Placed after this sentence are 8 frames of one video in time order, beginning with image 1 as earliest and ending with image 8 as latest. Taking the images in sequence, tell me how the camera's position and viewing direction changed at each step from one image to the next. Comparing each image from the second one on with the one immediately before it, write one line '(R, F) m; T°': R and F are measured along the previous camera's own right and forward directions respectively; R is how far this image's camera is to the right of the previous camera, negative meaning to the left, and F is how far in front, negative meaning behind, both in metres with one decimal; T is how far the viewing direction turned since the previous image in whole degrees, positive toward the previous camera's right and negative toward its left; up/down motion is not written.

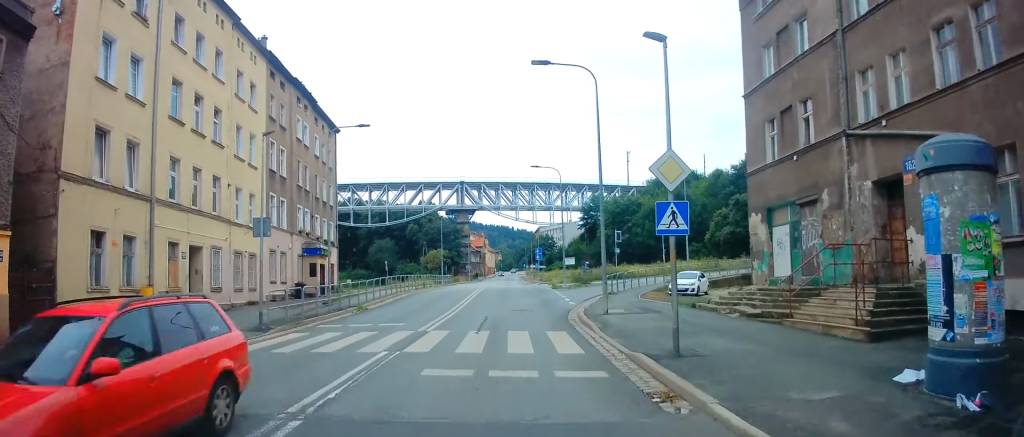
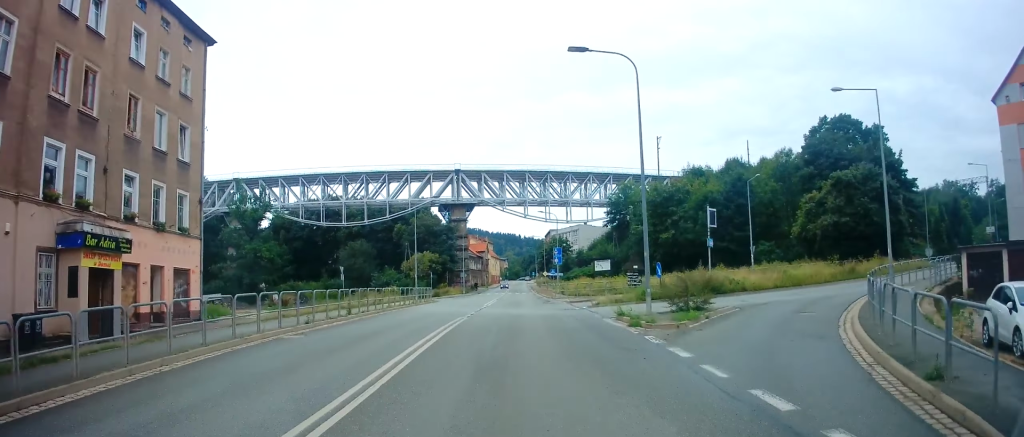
(0.0, +24.6) m; -2°
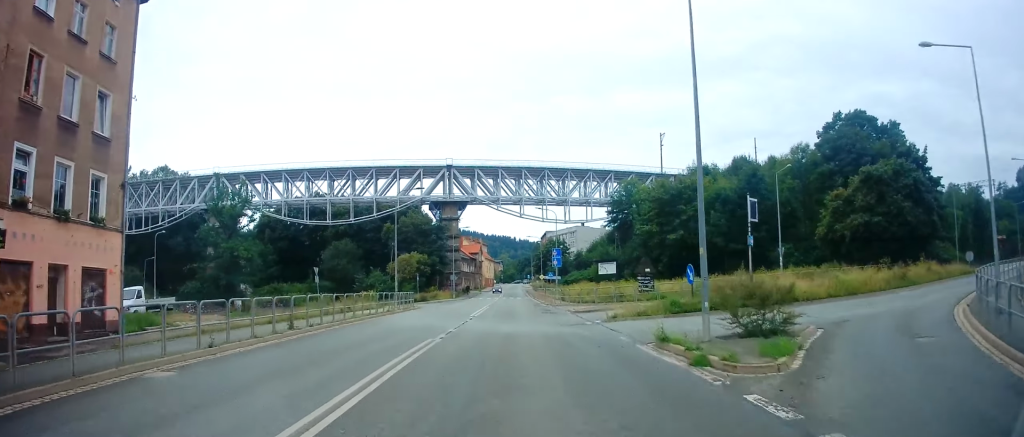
(-0.1, +6.2) m; -1°
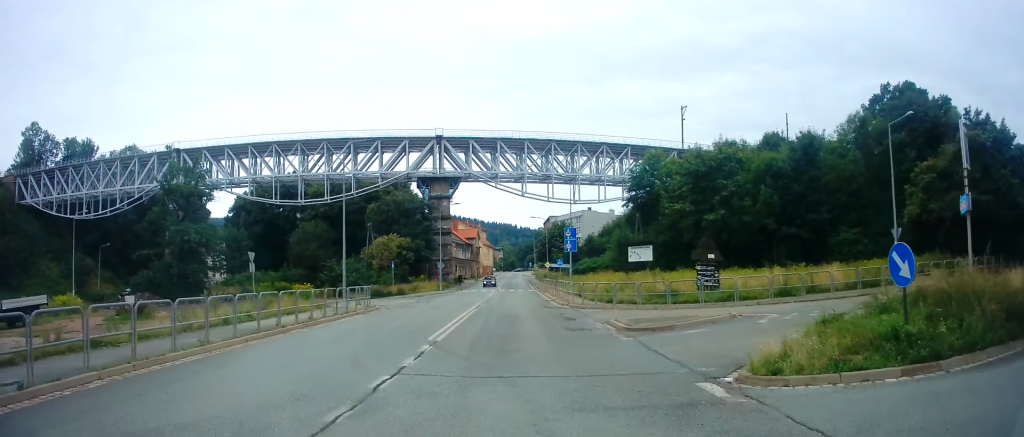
(-0.2, +13.6) m; 0°
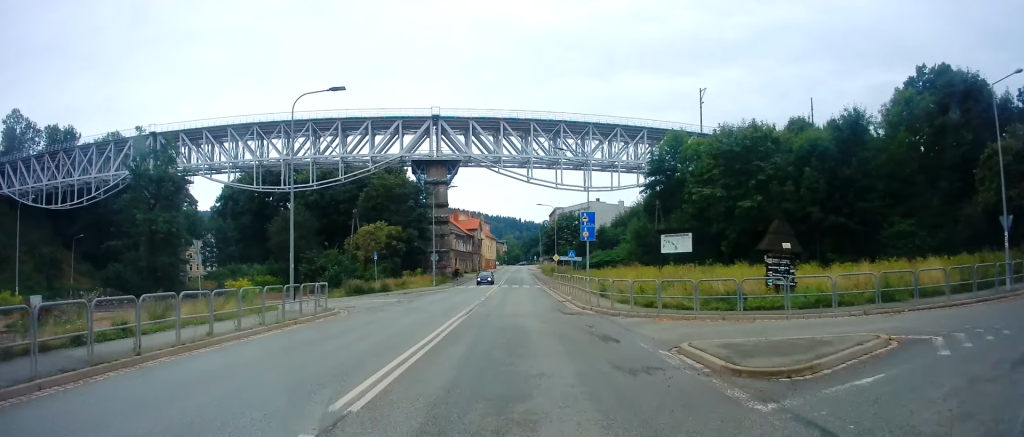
(-0.1, +7.8) m; +1°
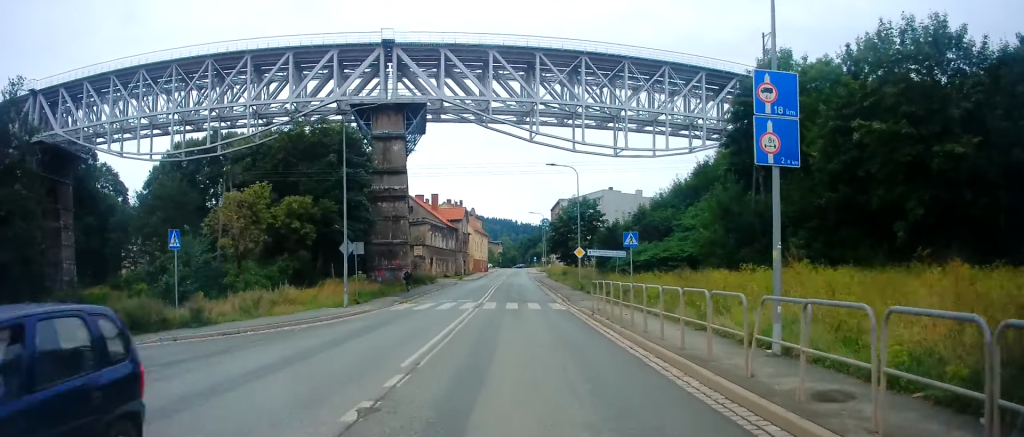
(+0.2, +26.5) m; 0°
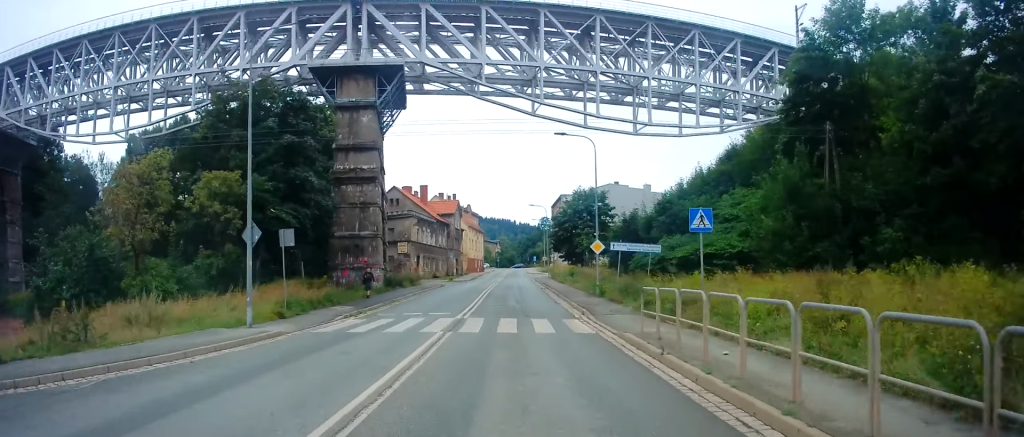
(+0.2, +9.4) m; +1°
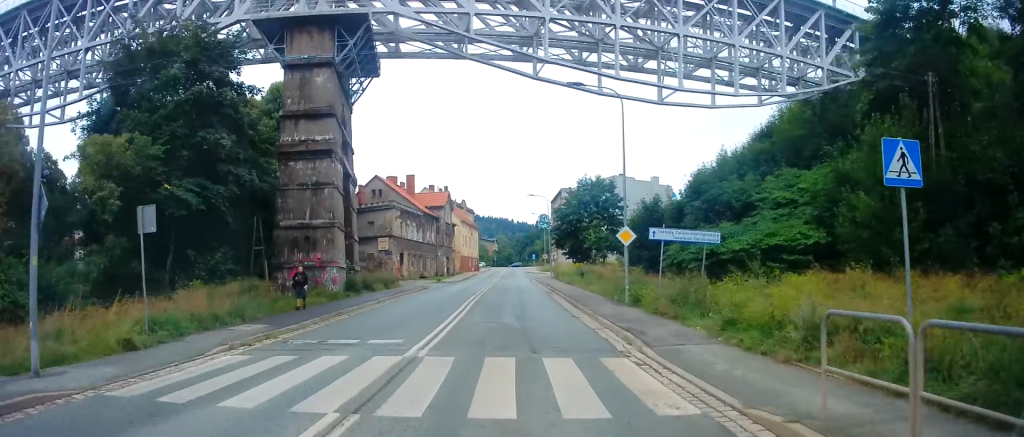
(+0.2, +8.5) m; 0°
